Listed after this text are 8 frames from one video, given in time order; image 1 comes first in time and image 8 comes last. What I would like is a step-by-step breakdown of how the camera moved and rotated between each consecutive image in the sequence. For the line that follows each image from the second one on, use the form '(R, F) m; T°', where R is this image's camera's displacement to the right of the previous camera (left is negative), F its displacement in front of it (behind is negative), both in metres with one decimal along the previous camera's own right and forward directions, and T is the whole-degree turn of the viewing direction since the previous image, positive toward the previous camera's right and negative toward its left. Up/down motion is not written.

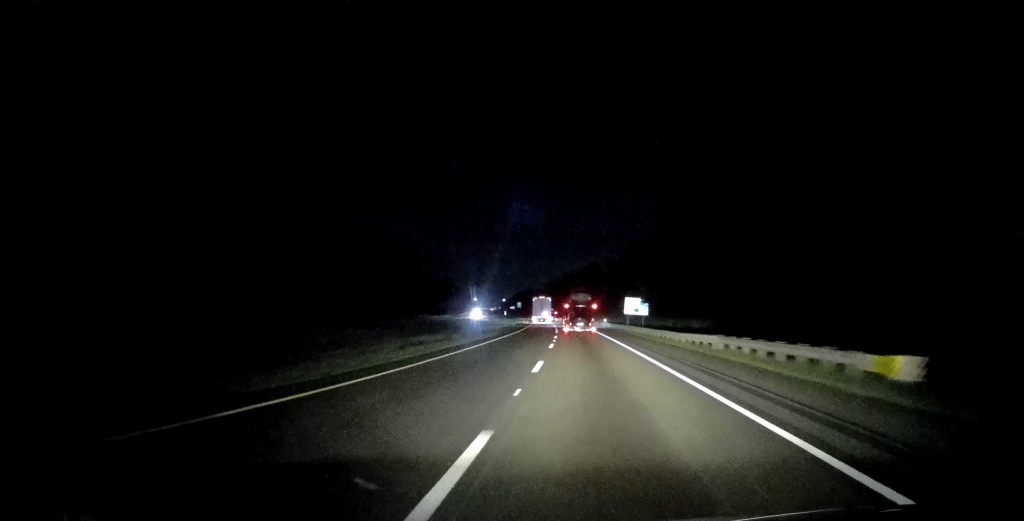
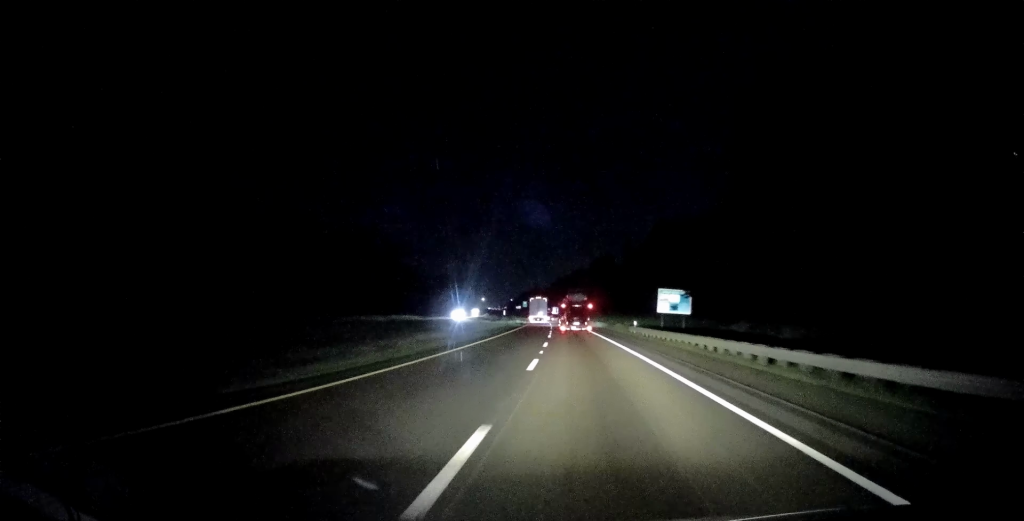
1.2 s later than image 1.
(-0.2, +35.2) m; -1°
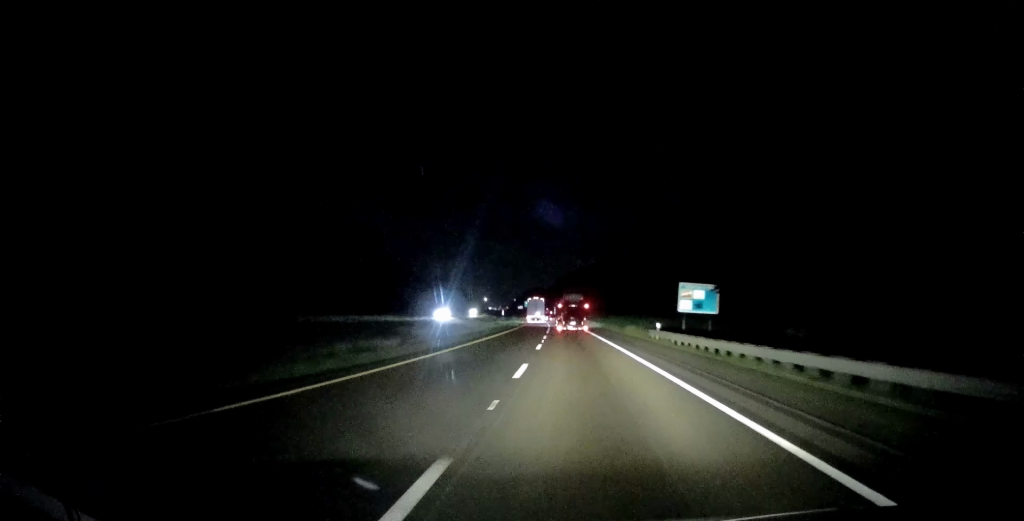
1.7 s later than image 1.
(0.0, +13.8) m; 0°
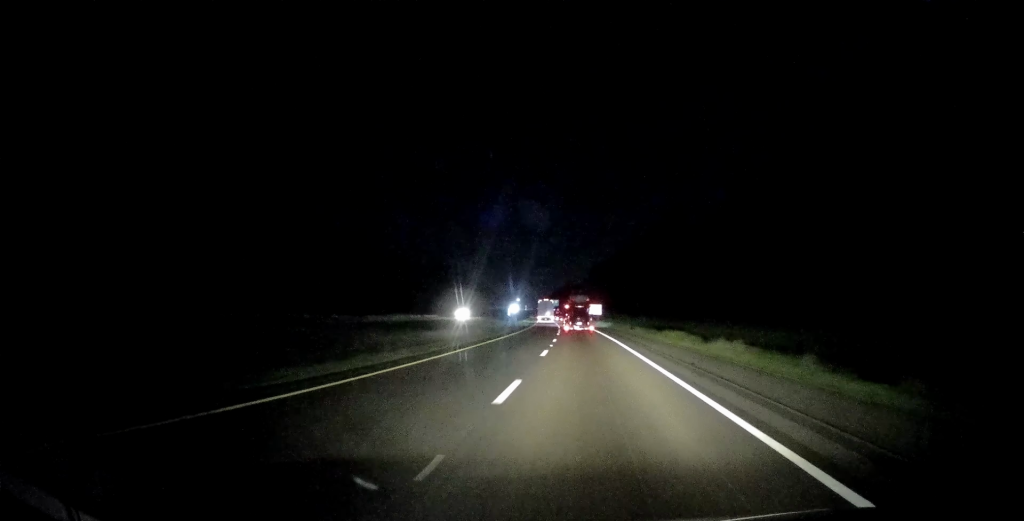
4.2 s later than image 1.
(-1.8, +75.4) m; -2°
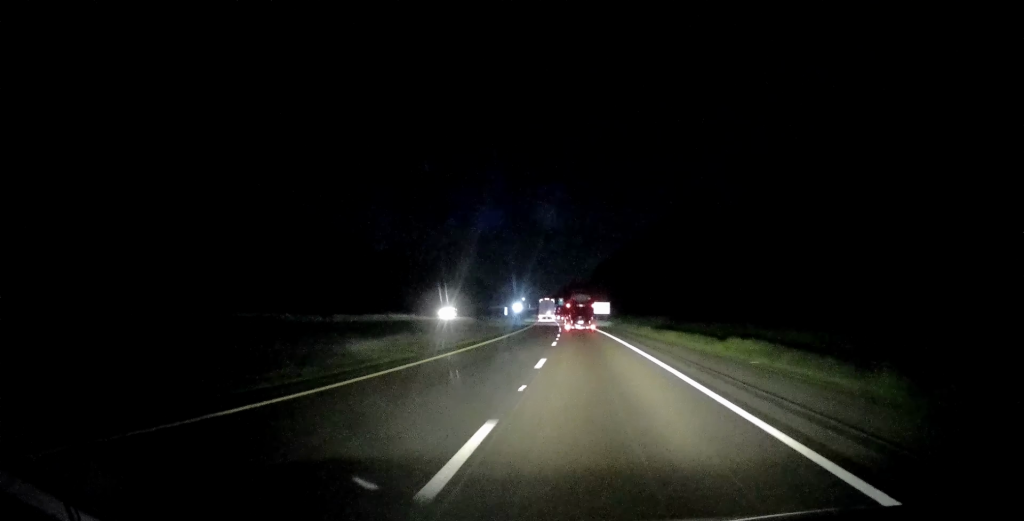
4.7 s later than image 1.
(-0.1, +17.3) m; 0°
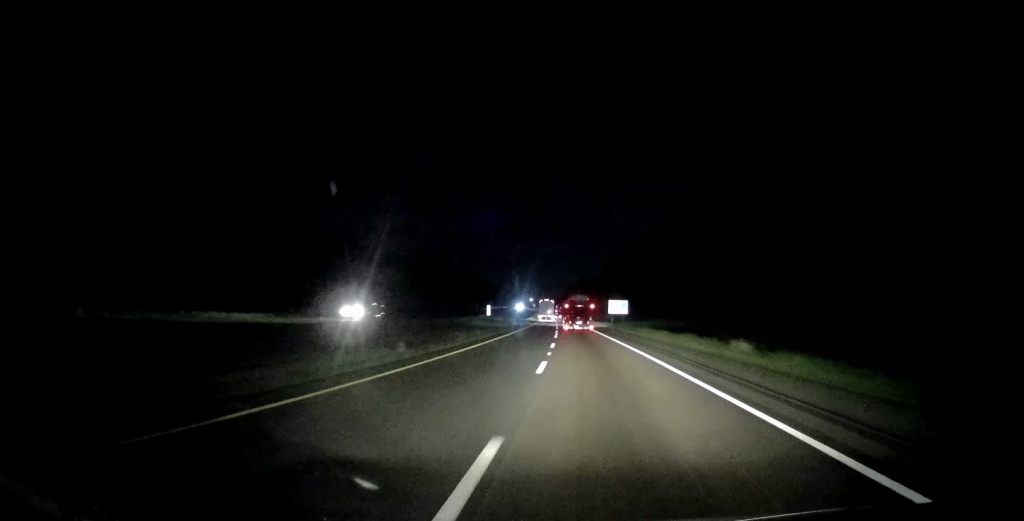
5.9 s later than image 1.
(-0.1, +37.1) m; -1°
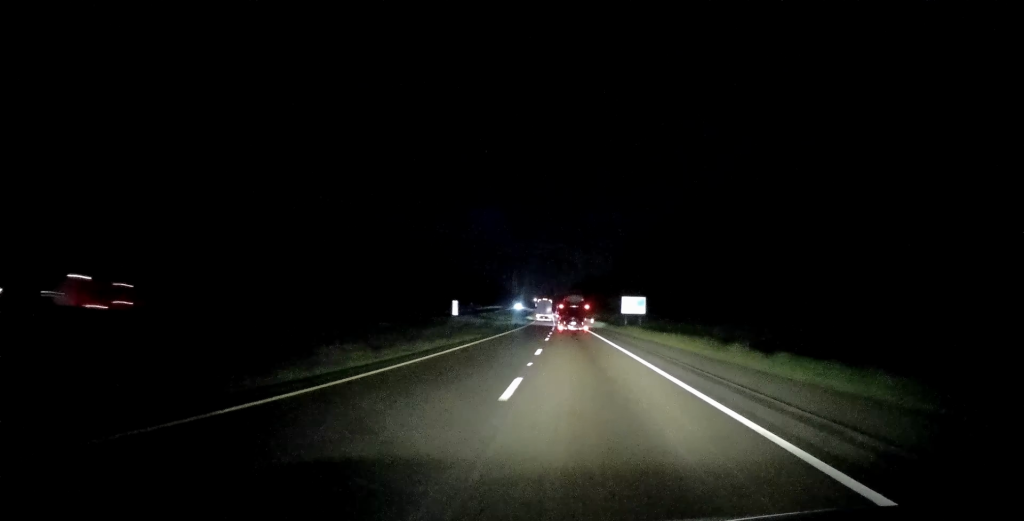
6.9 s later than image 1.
(-0.4, +28.9) m; -1°
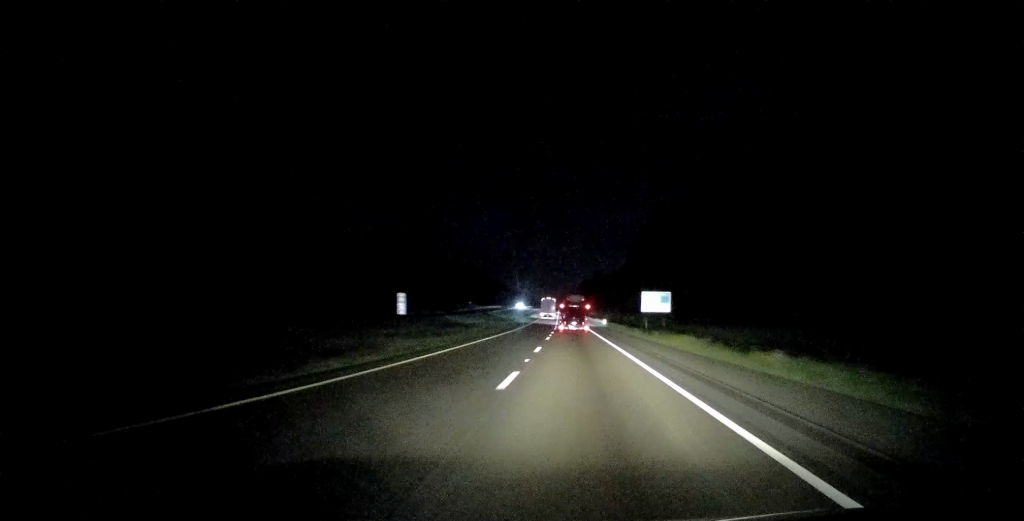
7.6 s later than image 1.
(-0.1, +22.7) m; -1°
